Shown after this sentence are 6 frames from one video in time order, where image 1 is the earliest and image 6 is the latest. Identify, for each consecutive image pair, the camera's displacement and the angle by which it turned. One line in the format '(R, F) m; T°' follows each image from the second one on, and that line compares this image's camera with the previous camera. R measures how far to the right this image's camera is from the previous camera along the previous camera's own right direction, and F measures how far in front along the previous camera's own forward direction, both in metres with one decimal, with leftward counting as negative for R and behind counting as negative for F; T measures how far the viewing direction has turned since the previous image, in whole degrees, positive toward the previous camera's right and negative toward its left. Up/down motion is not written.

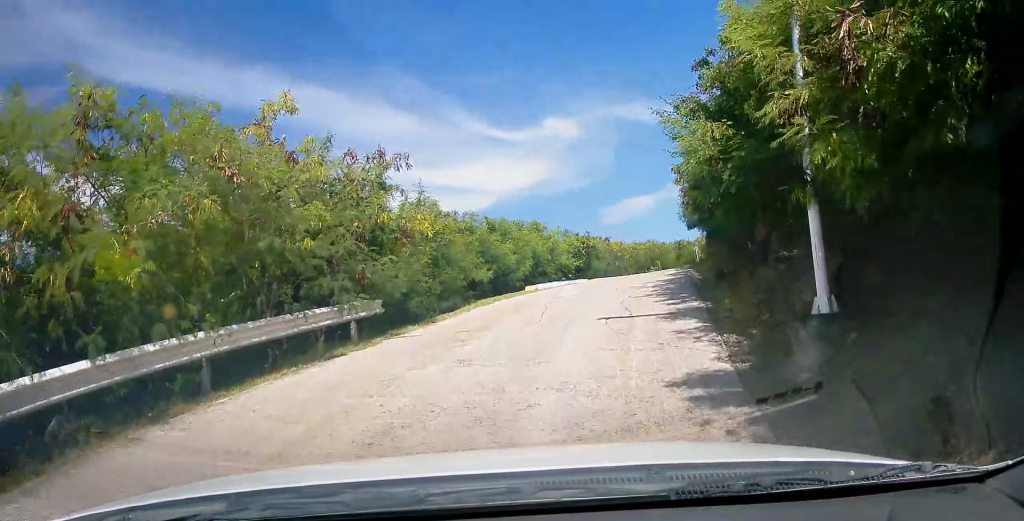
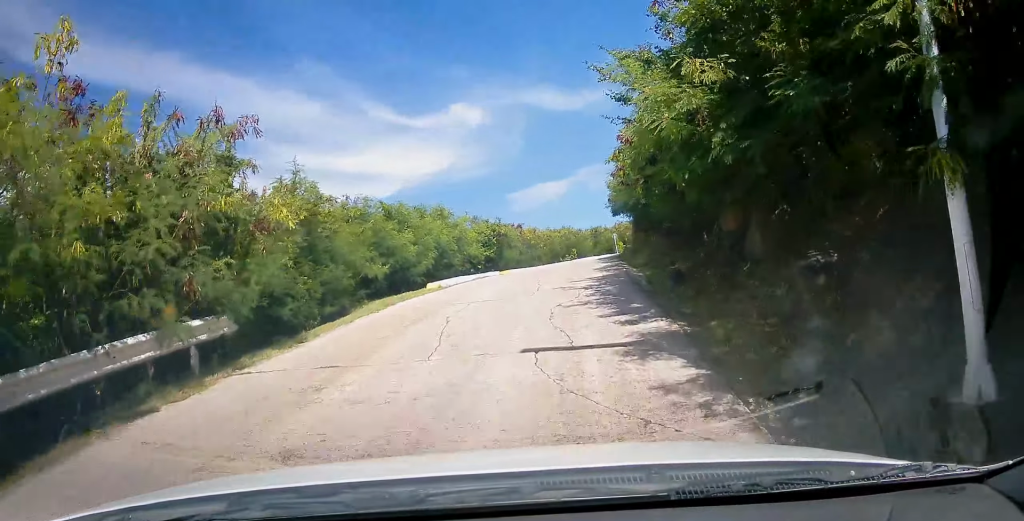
(-0.1, +2.9) m; +4°
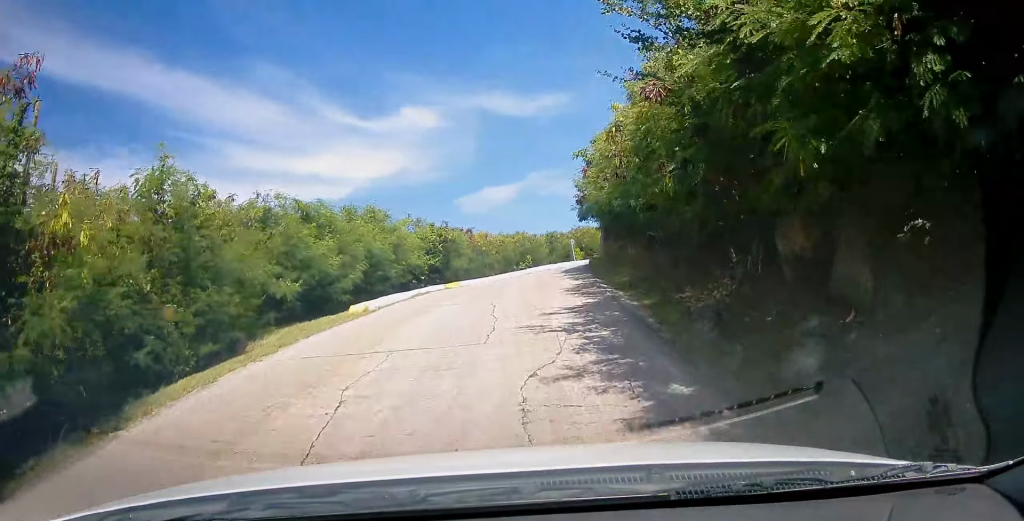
(+0.4, +3.7) m; +6°
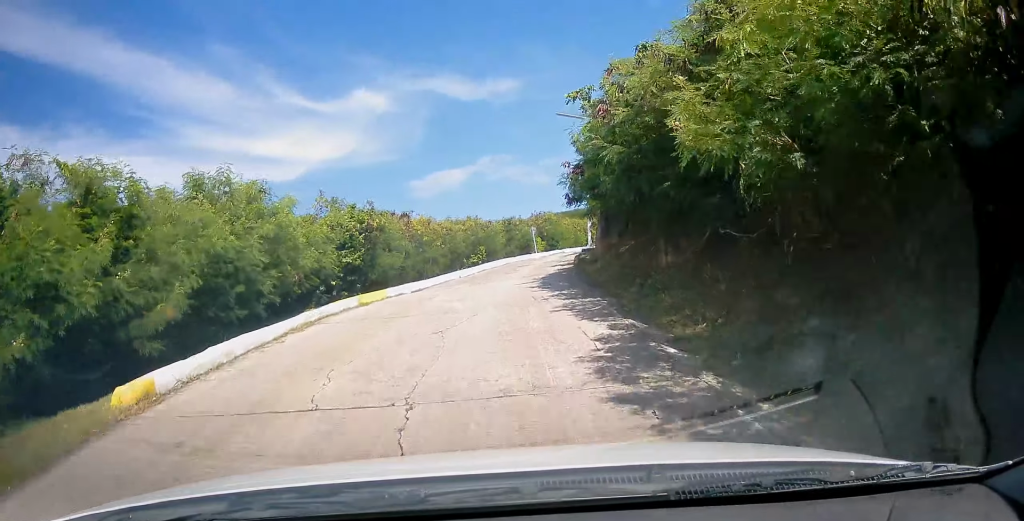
(+0.5, +7.3) m; +9°
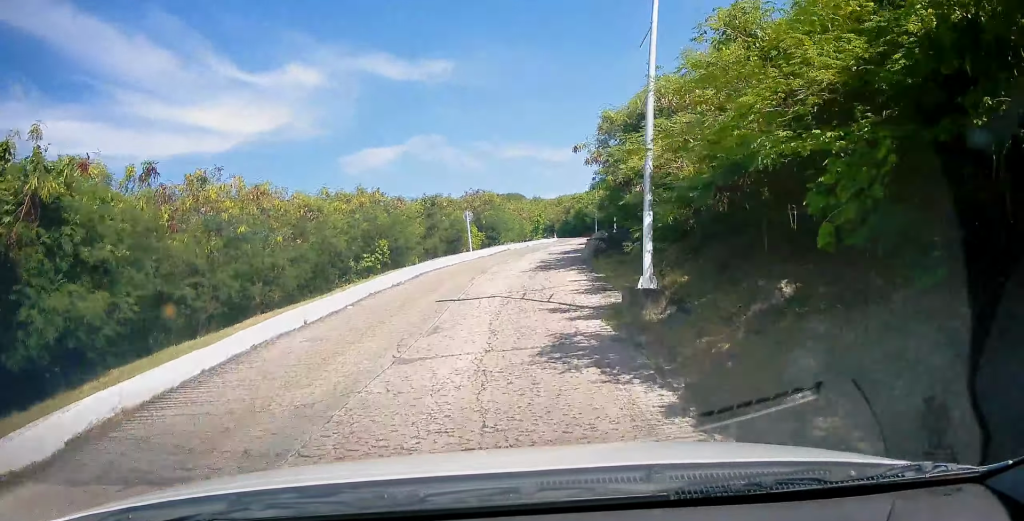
(+0.5, +13.9) m; +7°
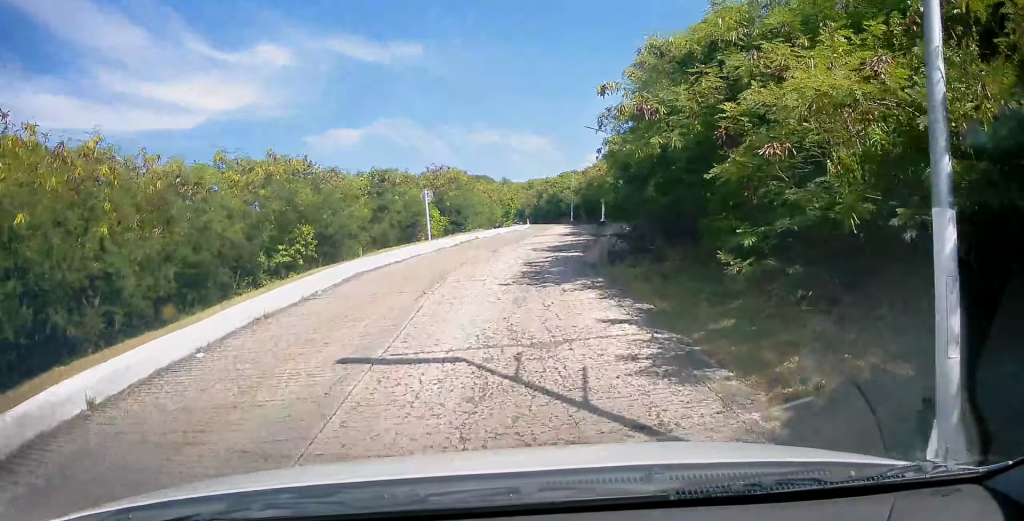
(+0.1, +5.5) m; +1°
